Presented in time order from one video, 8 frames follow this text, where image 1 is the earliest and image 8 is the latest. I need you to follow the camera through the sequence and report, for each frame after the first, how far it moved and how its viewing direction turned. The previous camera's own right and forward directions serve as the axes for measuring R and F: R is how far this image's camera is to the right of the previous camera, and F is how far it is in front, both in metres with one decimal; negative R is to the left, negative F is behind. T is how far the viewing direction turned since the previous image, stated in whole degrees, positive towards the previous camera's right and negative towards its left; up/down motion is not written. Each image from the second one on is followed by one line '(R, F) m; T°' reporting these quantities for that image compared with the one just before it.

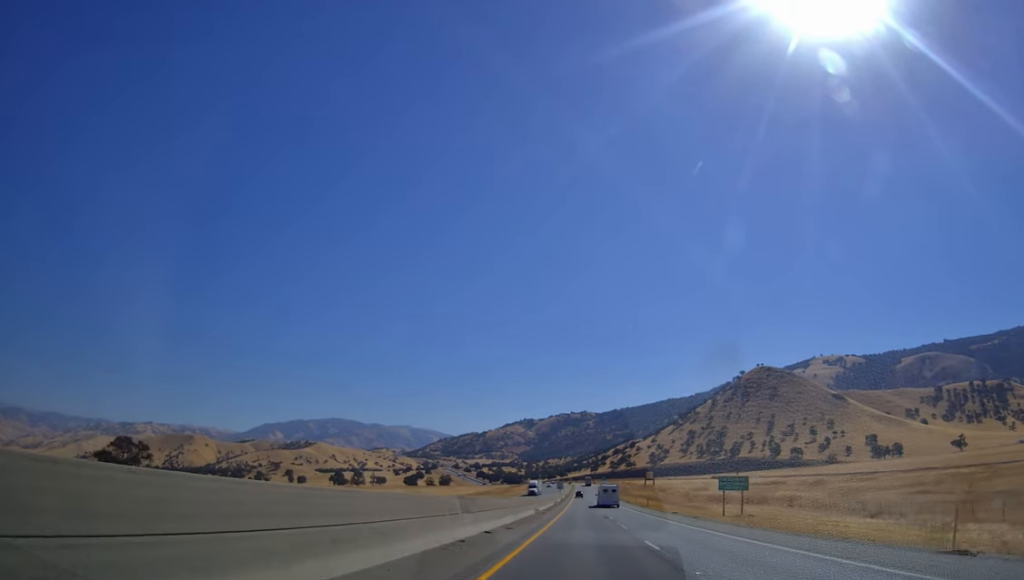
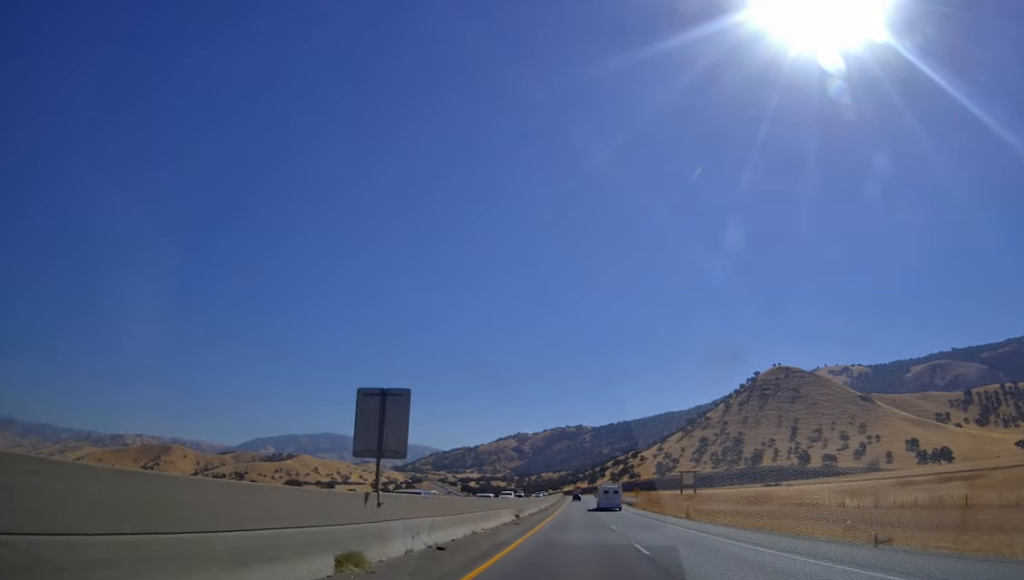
(0.0, +117.3) m; 0°
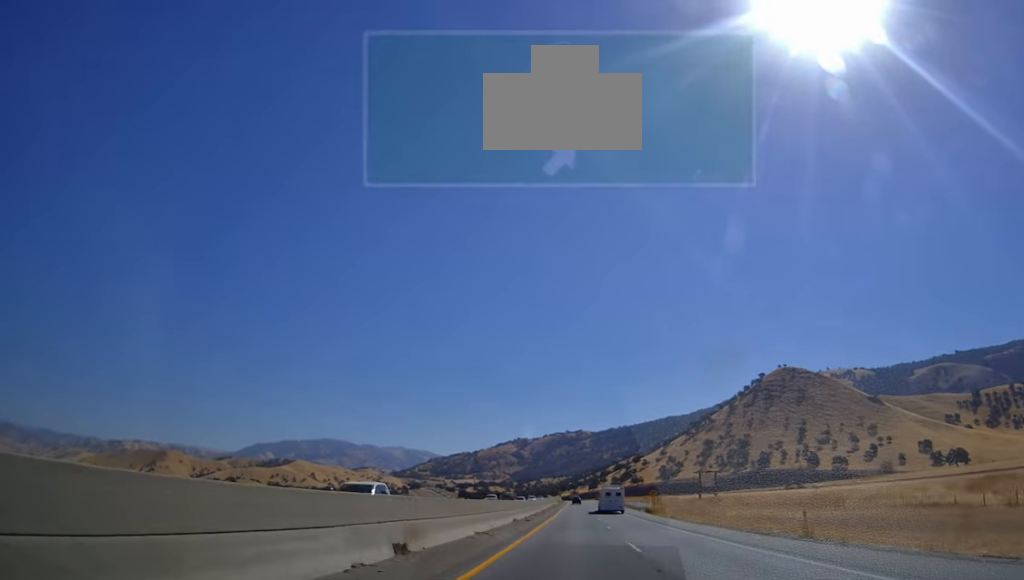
(+0.1, +27.9) m; 0°
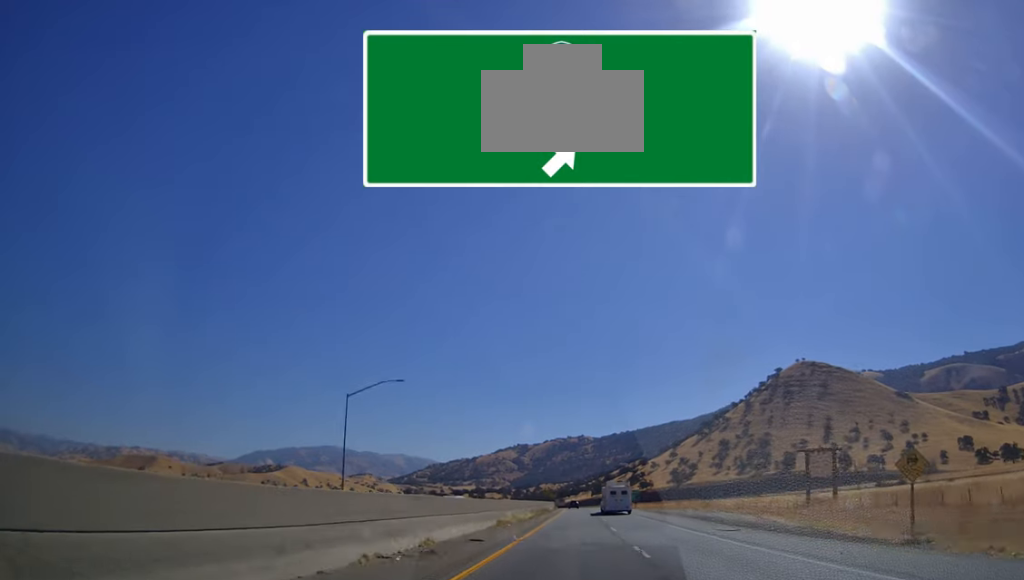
(+0.4, +75.0) m; 0°
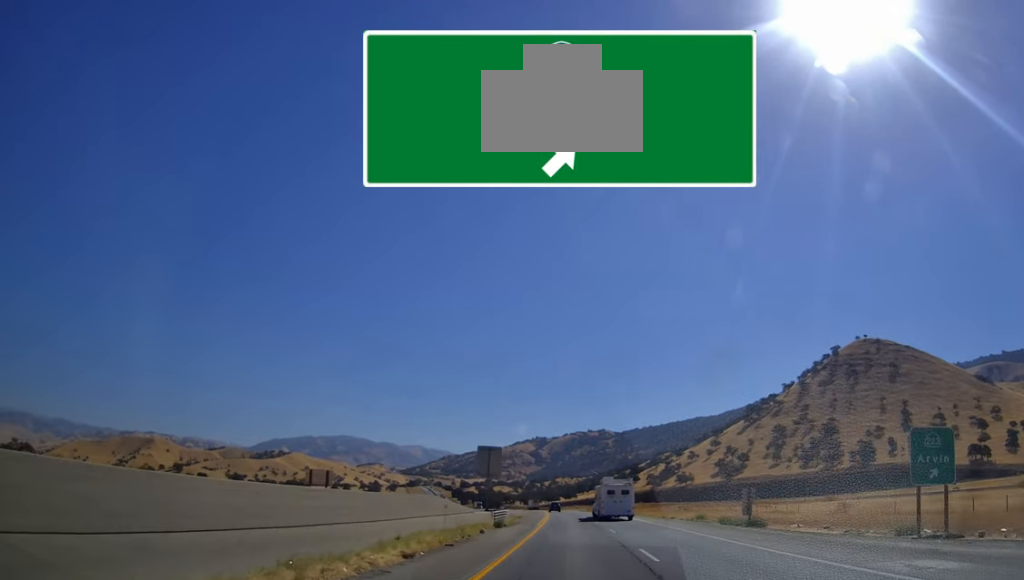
(-0.4, +131.4) m; -1°
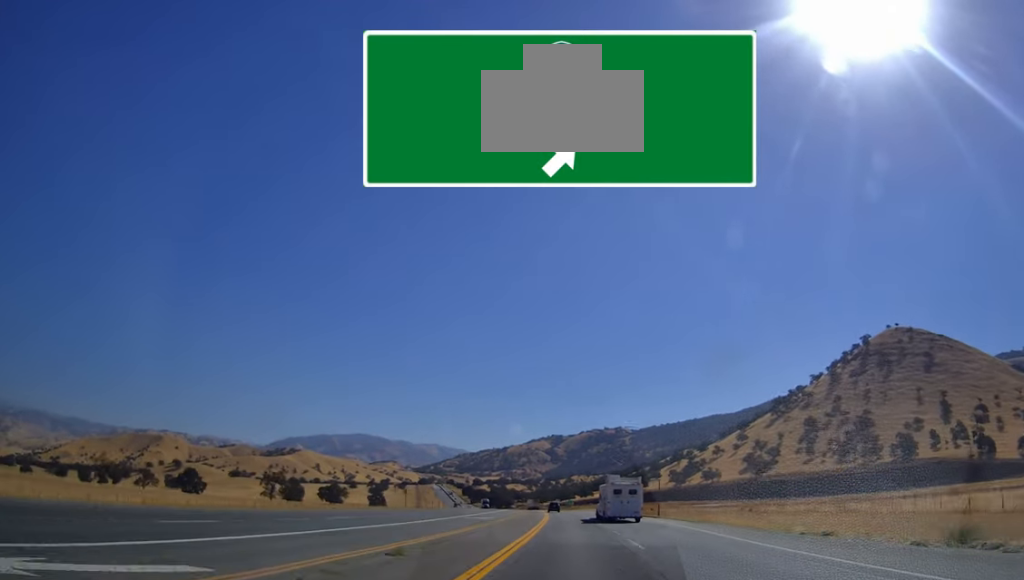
(-0.3, +39.5) m; -1°
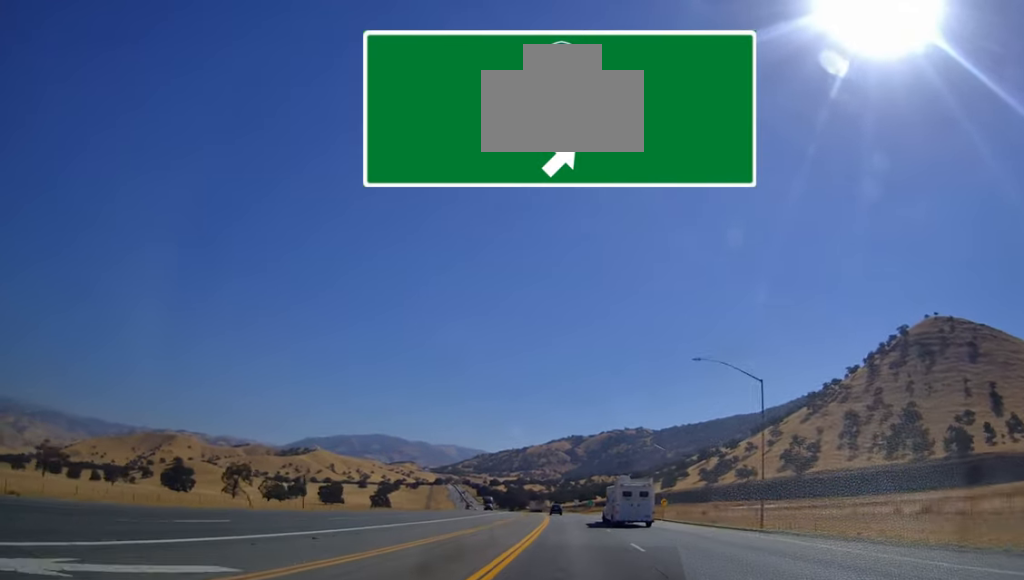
(-0.3, +43.4) m; -2°
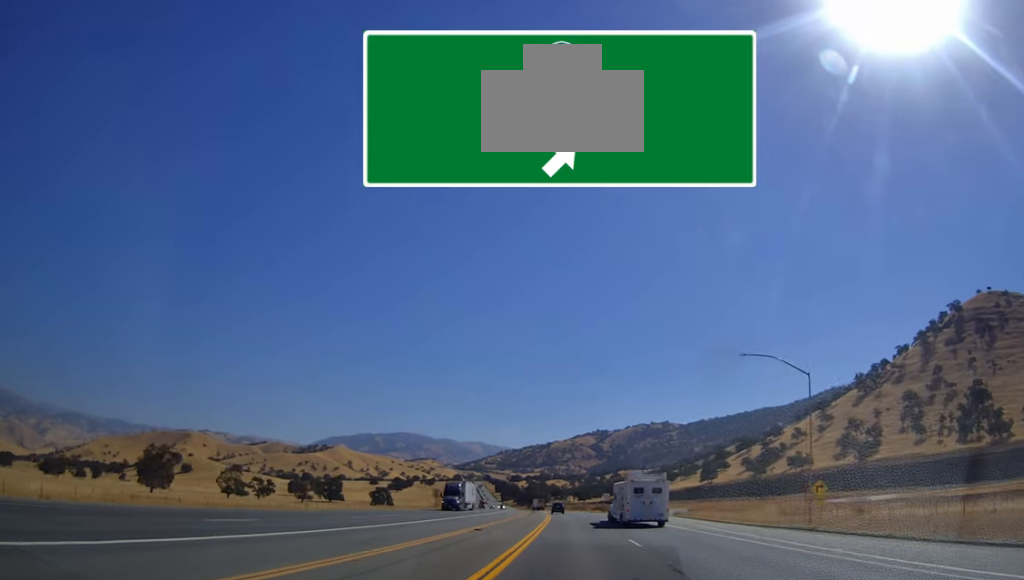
(-1.3, +57.1) m; -2°
